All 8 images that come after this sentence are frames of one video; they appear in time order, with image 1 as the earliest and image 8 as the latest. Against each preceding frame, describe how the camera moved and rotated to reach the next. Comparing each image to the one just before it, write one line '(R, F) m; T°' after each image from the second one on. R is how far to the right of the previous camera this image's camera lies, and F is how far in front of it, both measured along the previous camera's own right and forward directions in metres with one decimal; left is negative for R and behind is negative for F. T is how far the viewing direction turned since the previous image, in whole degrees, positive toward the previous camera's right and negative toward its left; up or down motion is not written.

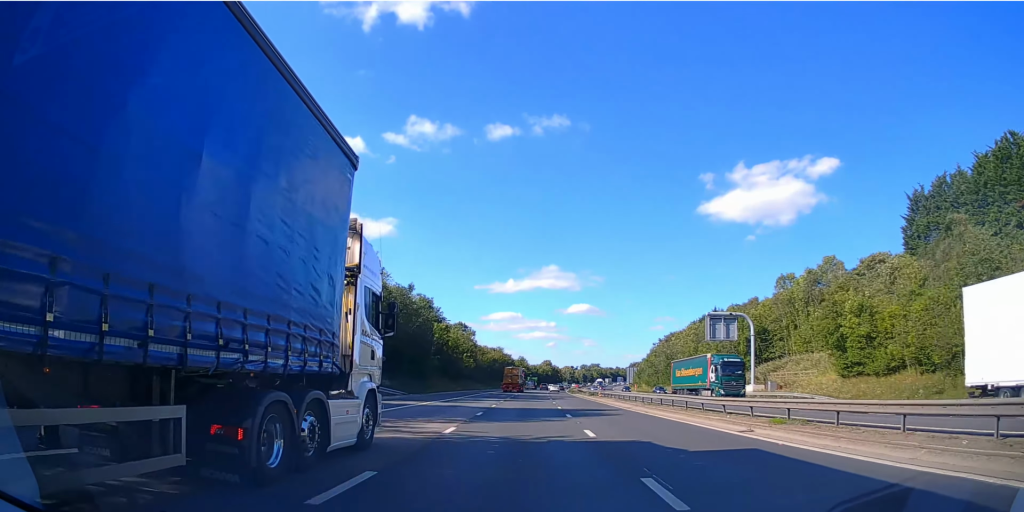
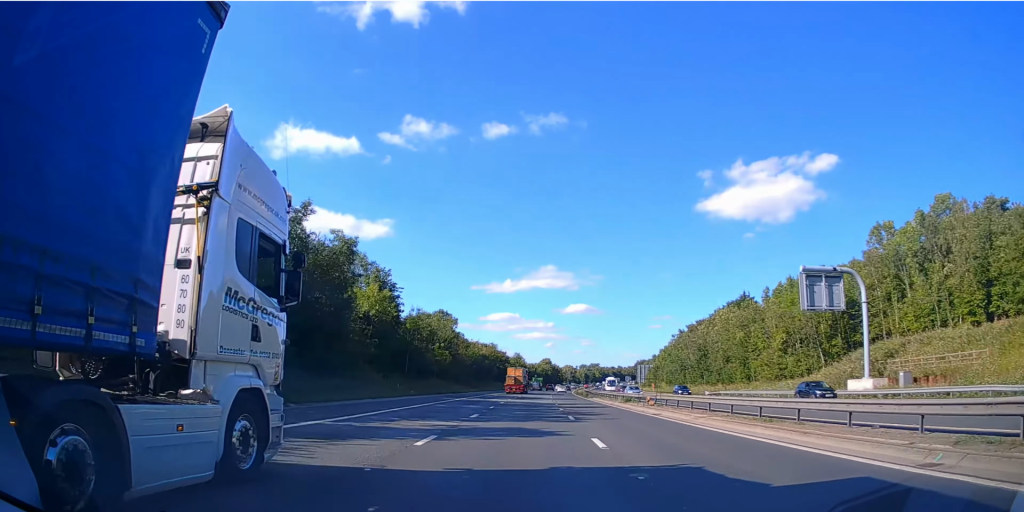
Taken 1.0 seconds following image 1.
(-0.1, +30.1) m; 0°
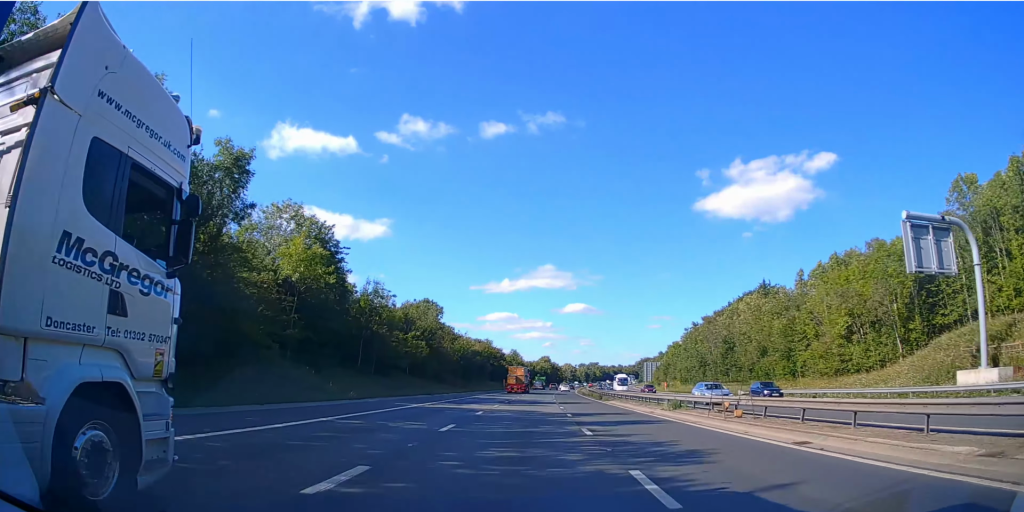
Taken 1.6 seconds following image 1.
(0.0, +16.6) m; 0°
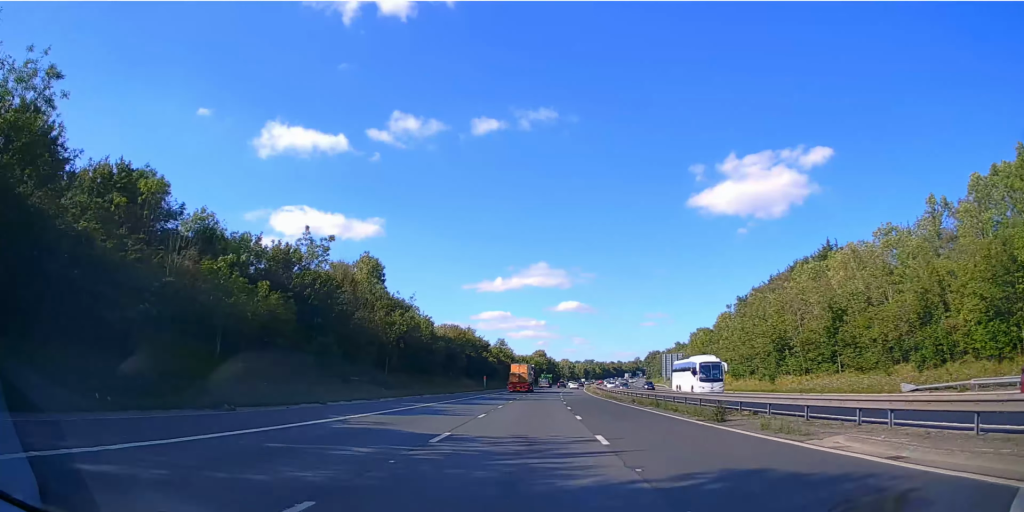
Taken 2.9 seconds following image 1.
(+0.1, +38.8) m; 0°
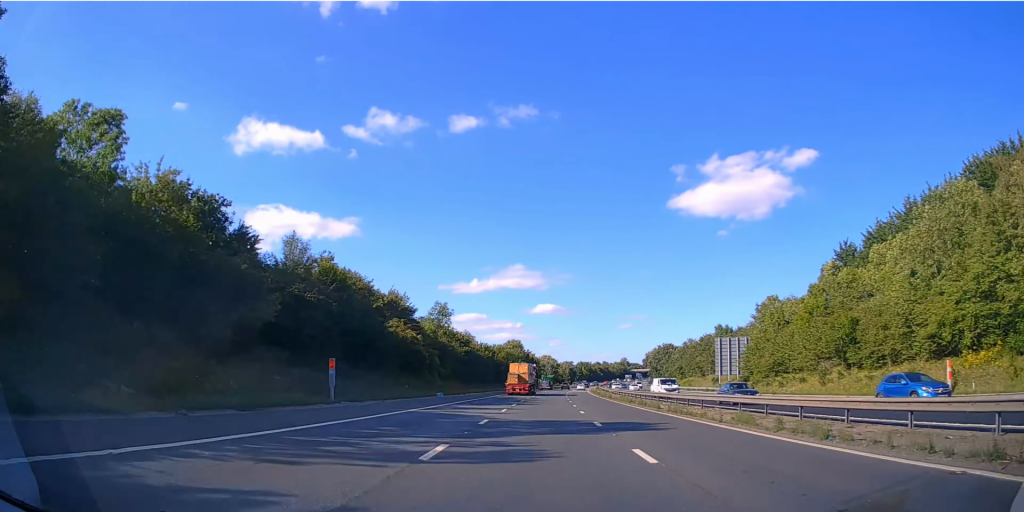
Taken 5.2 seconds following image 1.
(+1.0, +65.3) m; +2°
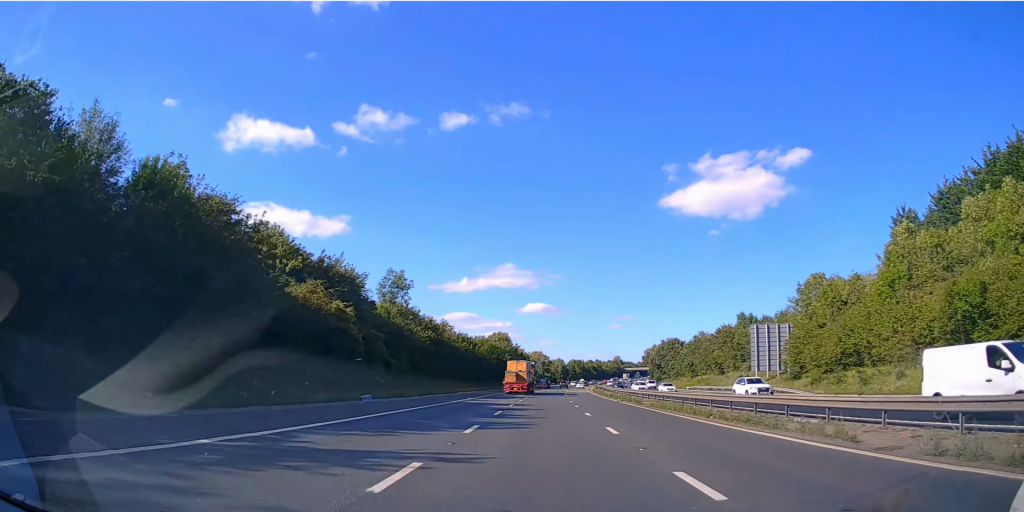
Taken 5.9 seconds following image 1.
(+0.2, +21.4) m; +1°
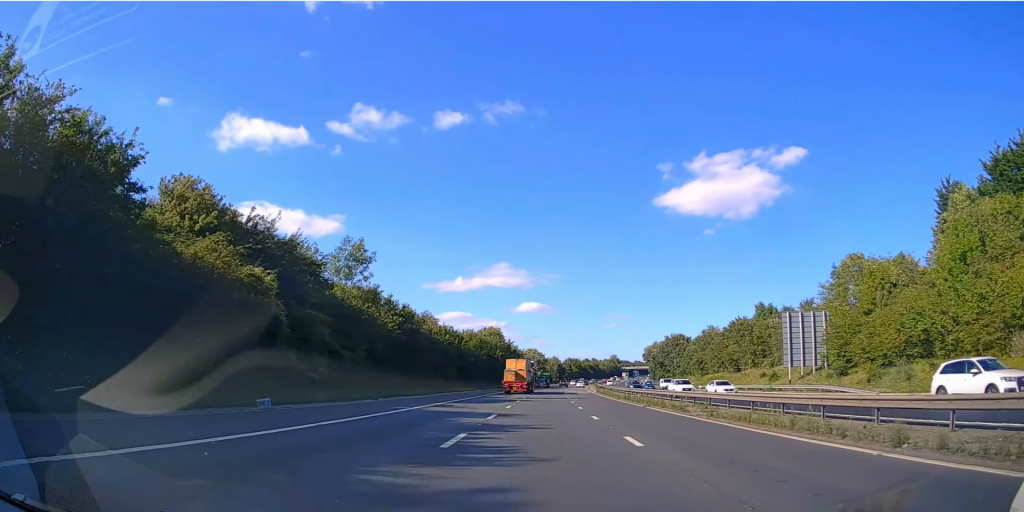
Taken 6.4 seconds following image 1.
(0.0, +12.6) m; +1°
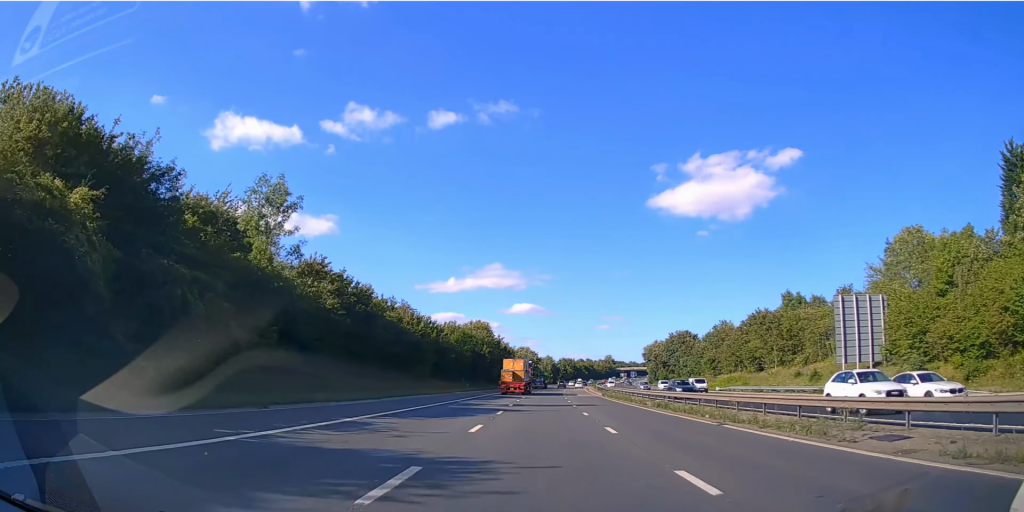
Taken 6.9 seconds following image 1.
(+0.2, +14.6) m; +1°
